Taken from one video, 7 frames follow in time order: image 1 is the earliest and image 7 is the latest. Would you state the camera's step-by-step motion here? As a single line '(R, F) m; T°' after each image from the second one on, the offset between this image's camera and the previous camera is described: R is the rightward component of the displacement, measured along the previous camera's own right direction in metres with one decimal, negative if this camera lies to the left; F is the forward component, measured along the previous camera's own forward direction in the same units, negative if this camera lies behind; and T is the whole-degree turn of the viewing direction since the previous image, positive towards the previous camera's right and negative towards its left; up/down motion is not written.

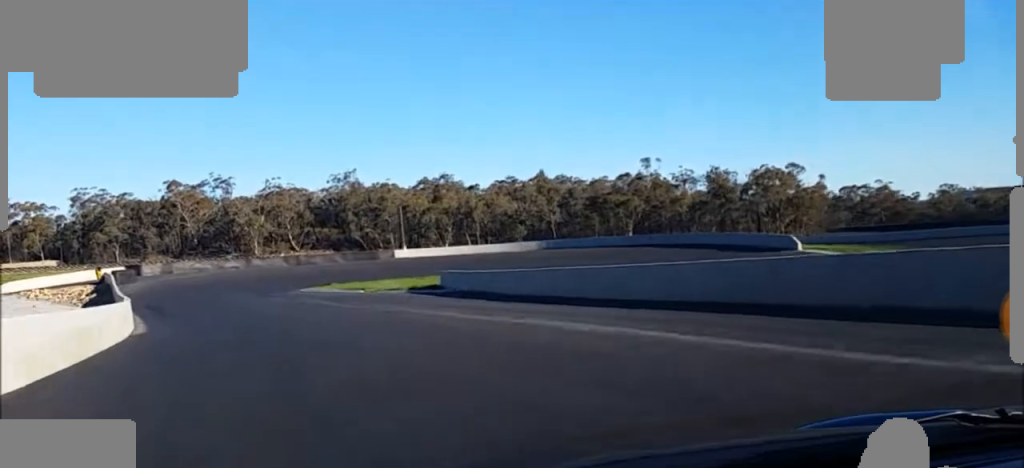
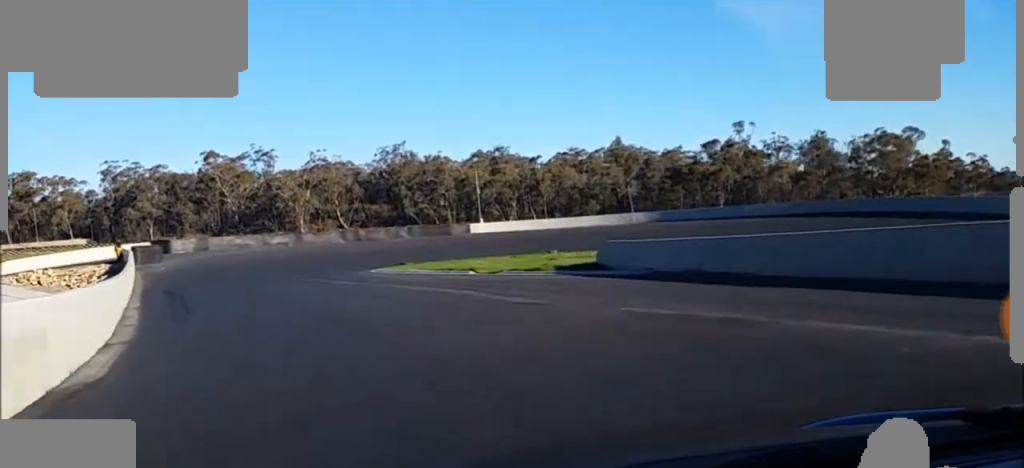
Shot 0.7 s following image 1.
(+0.2, +17.6) m; -1°
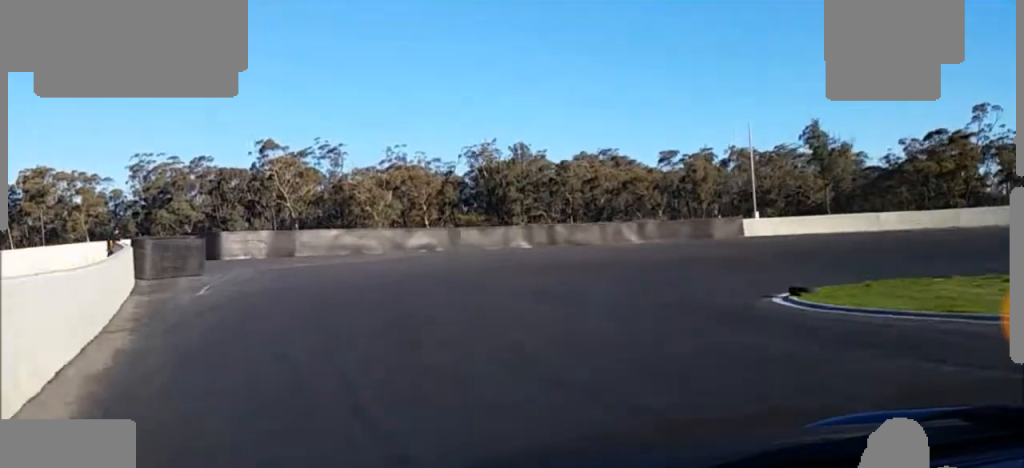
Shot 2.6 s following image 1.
(-1.9, +39.6) m; +1°
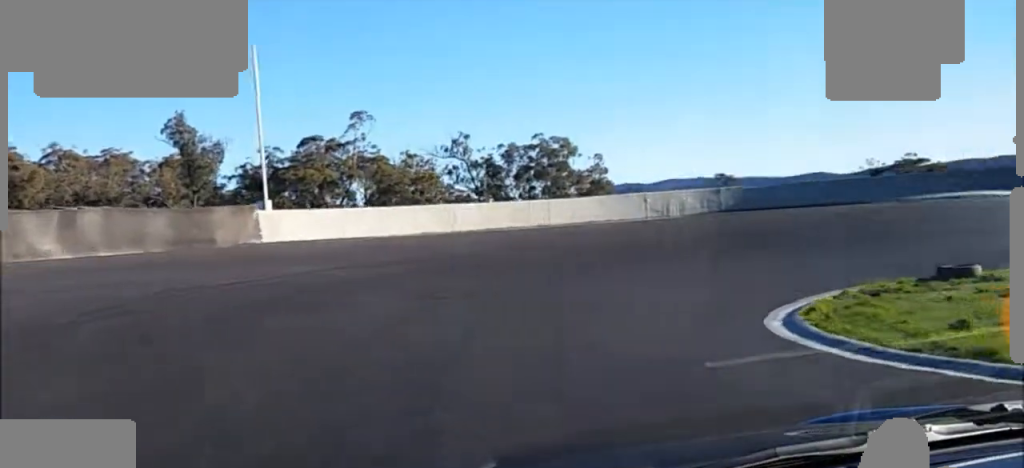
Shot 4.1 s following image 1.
(+7.8, +22.0) m; +45°
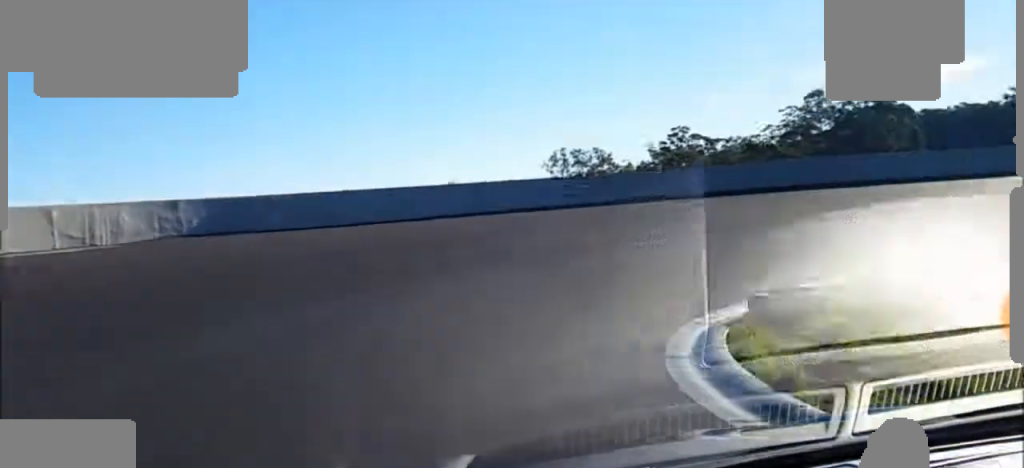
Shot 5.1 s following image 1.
(+3.3, +13.3) m; +39°
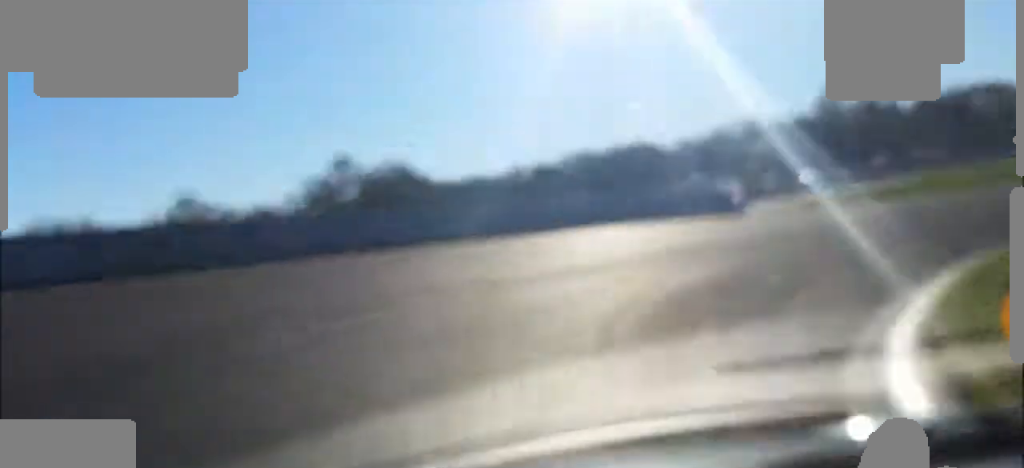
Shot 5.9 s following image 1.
(+2.6, +8.6) m; +40°
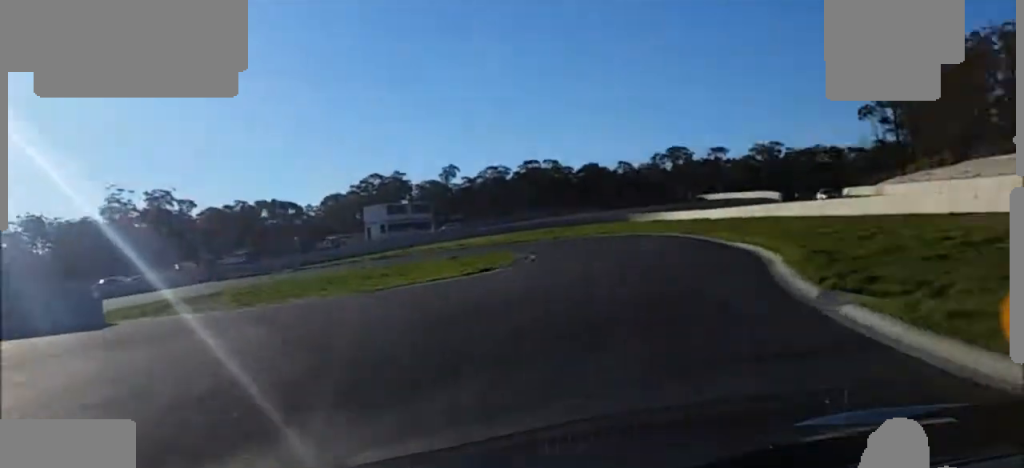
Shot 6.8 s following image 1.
(+6.8, +12.6) m; +43°
